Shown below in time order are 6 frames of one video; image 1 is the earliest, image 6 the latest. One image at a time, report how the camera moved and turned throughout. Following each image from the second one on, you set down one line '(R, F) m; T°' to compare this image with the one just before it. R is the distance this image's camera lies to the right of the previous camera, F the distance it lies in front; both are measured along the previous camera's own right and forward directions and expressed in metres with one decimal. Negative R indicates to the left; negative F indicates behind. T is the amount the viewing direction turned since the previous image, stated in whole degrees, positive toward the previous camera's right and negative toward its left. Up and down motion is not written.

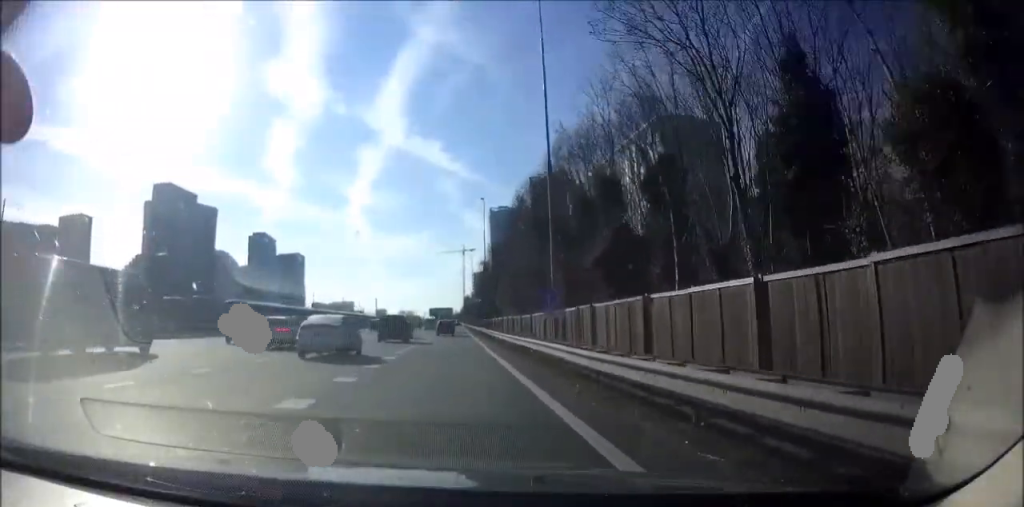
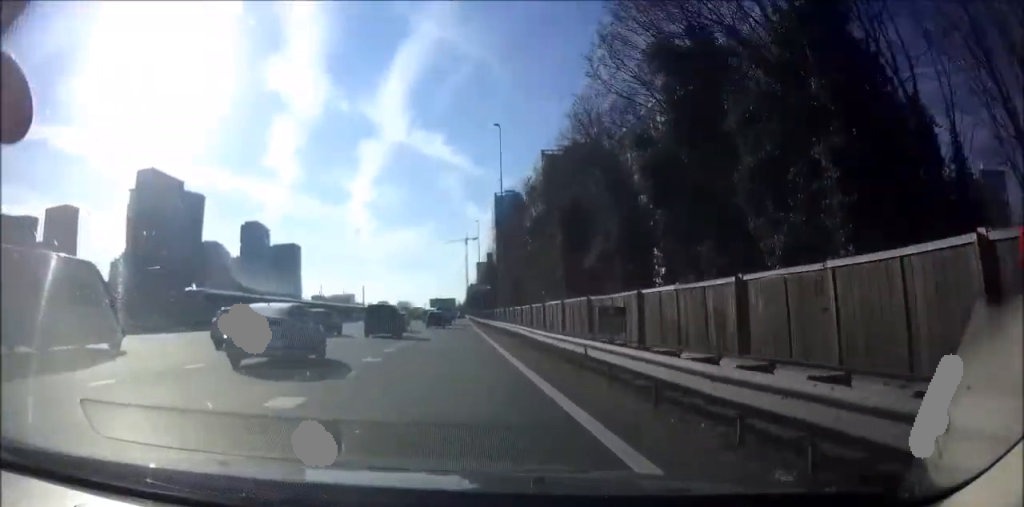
(-0.3, +27.9) m; -1°
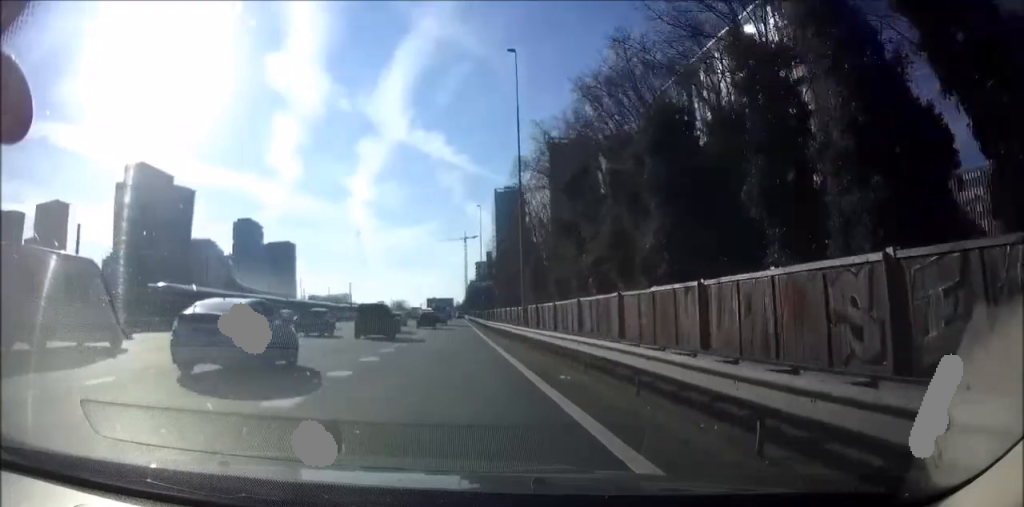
(0.0, +16.1) m; 0°
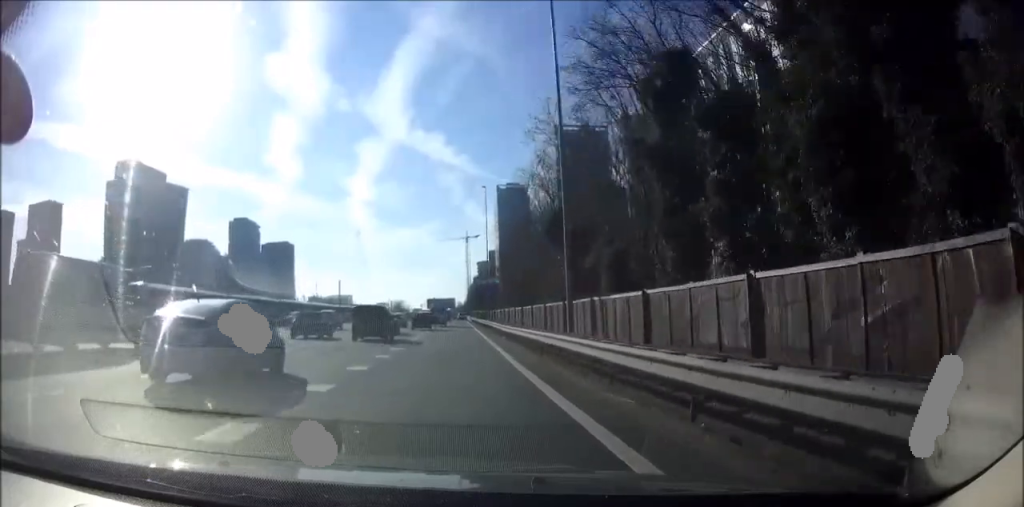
(0.0, +15.0) m; 0°
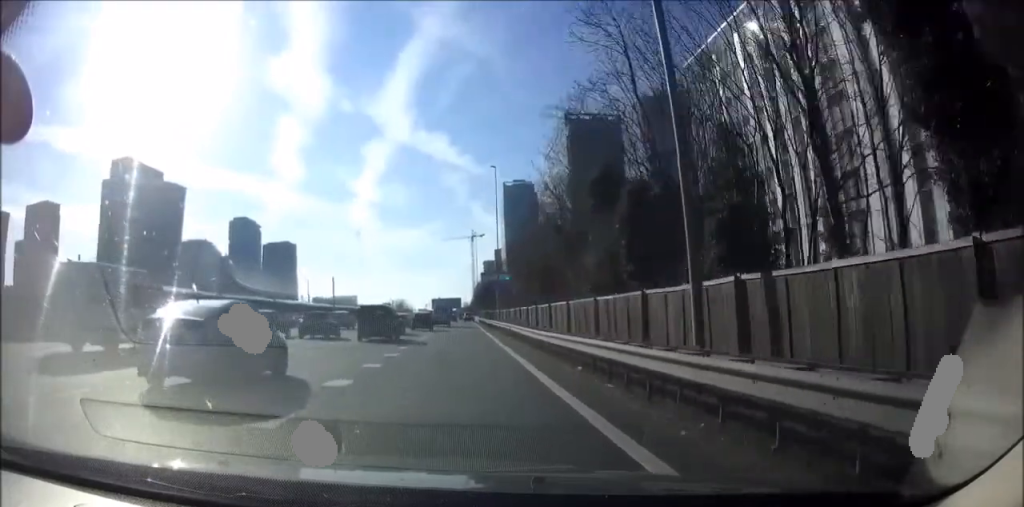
(0.0, +12.2) m; 0°
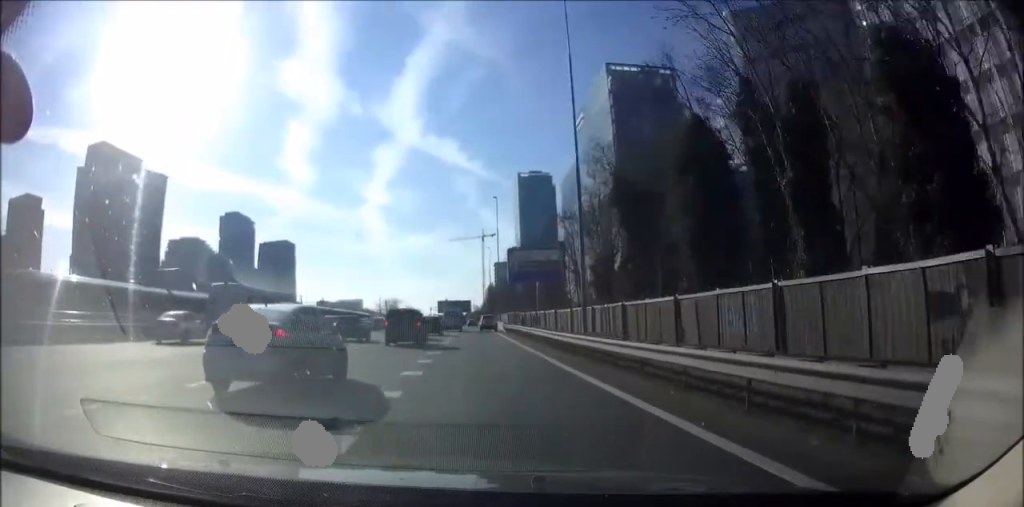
(-0.6, +43.8) m; -2°
